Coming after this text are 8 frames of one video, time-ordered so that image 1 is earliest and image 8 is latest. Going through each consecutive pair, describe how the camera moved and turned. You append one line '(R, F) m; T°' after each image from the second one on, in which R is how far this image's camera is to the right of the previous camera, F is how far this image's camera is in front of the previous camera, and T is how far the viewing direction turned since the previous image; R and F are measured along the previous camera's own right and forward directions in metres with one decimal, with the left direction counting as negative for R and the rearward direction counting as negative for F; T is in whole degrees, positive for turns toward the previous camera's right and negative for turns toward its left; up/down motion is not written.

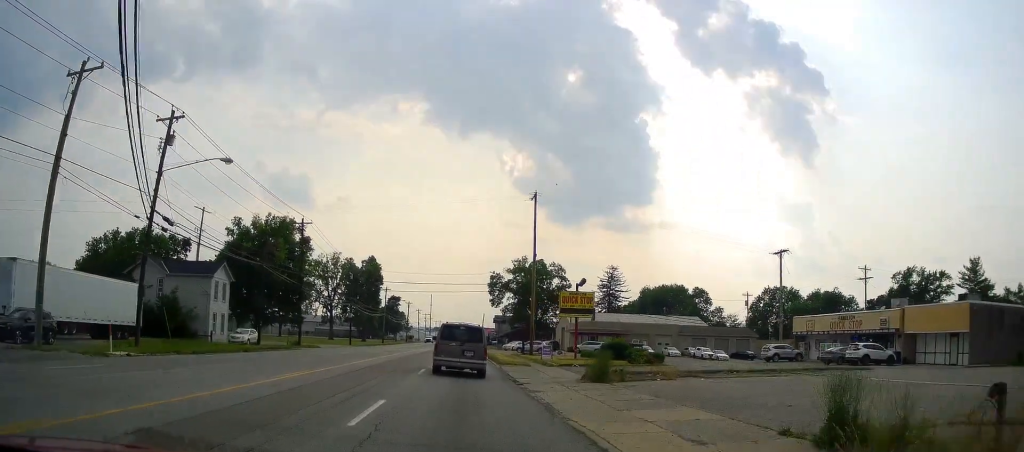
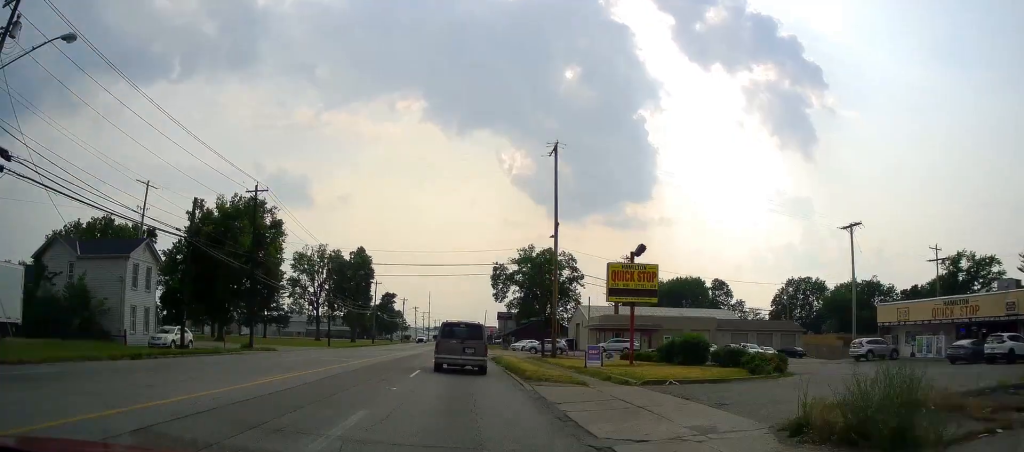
(-0.1, +14.3) m; 0°
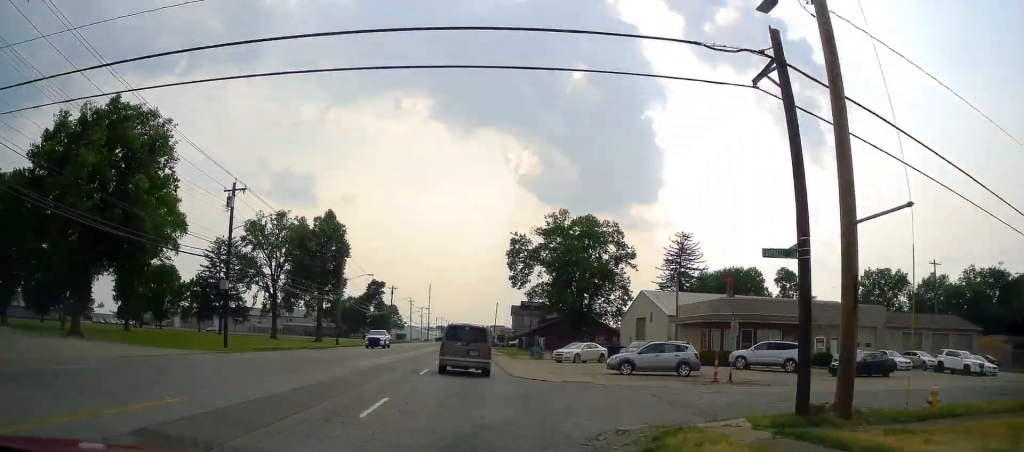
(+0.7, +34.3) m; +1°
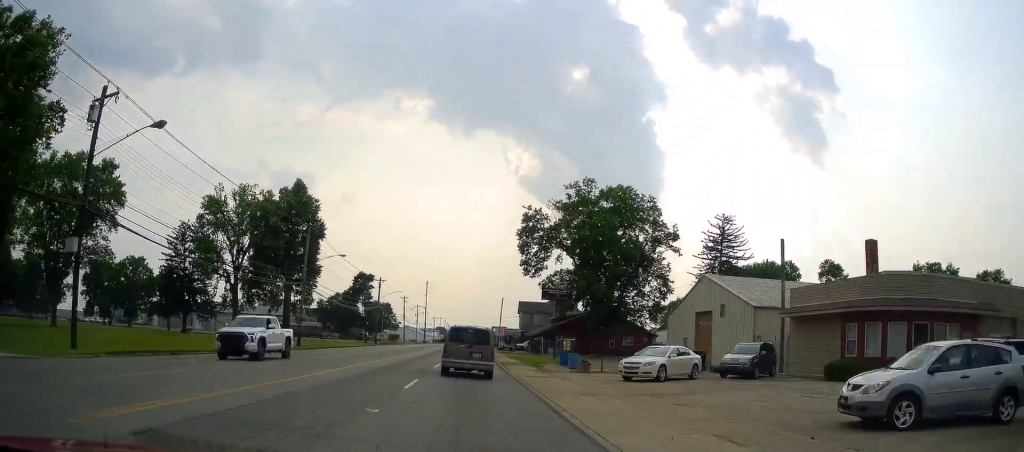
(0.0, +18.2) m; -2°
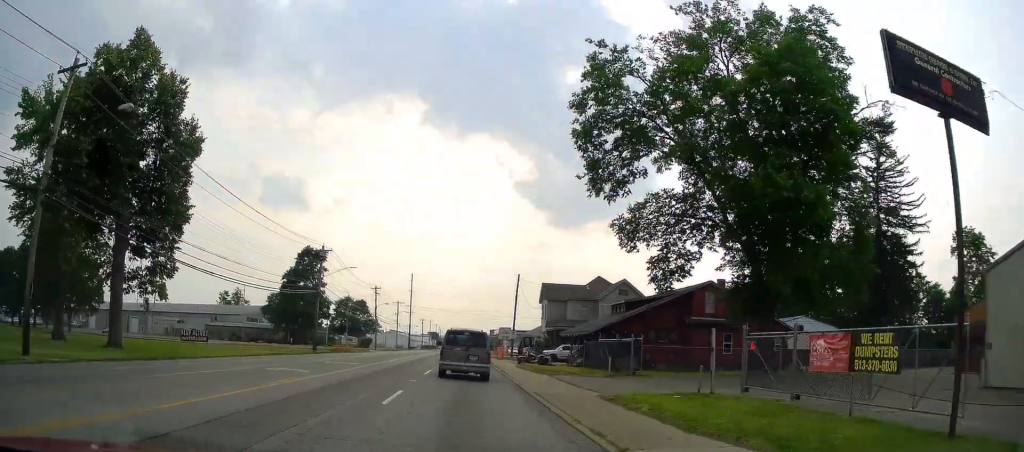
(0.0, +40.2) m; +1°
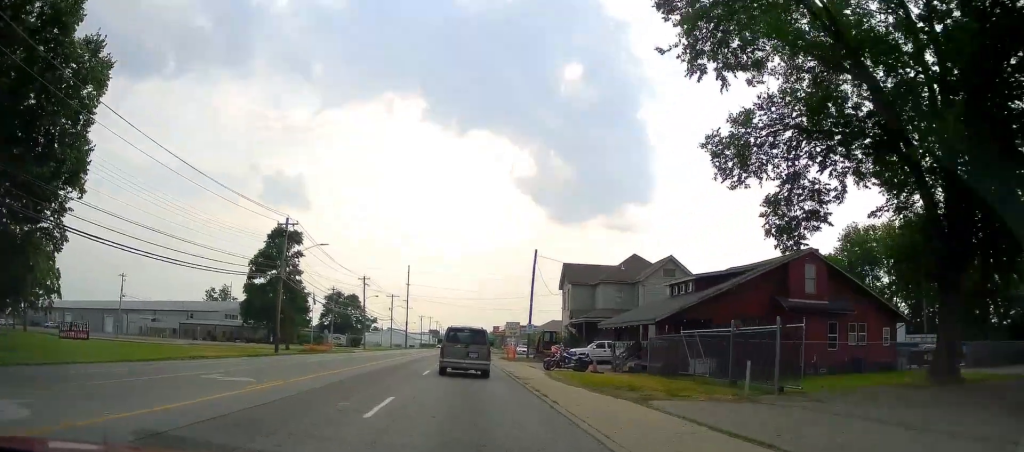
(0.0, +14.3) m; 0°
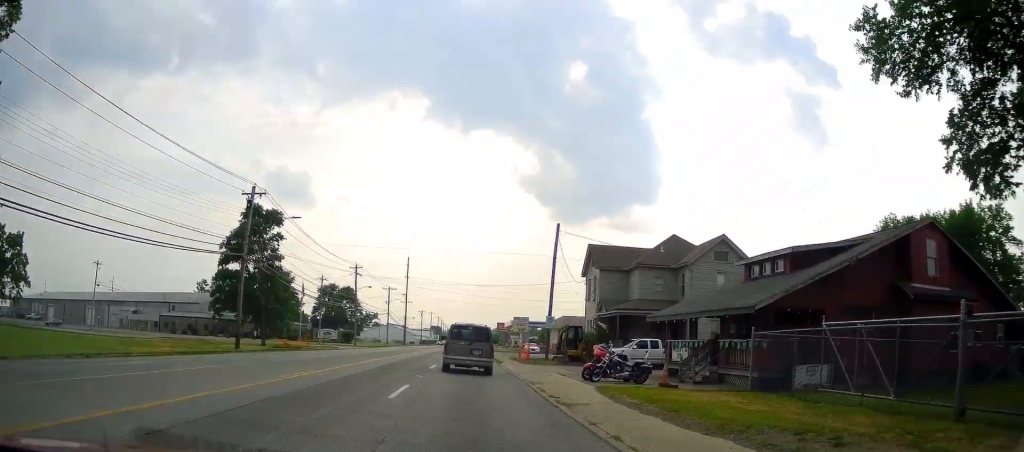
(0.0, +10.0) m; -1°
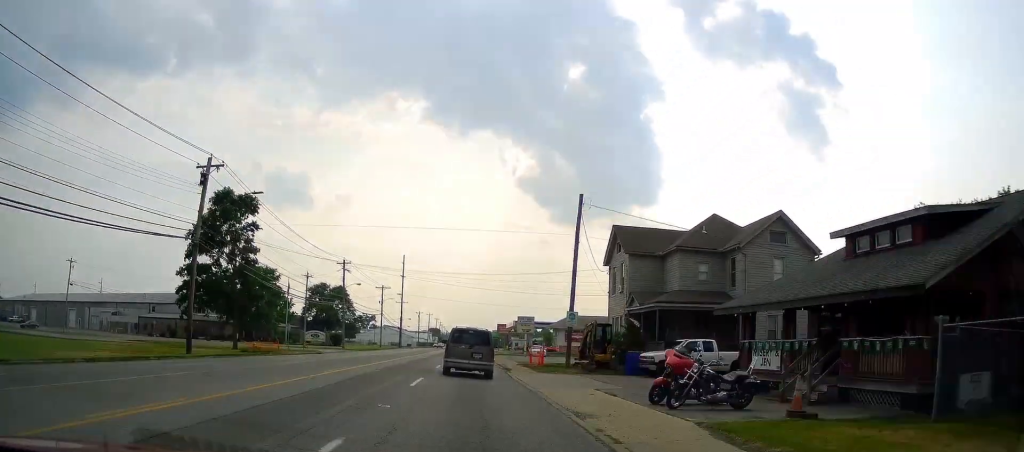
(+0.1, +8.1) m; -1°
